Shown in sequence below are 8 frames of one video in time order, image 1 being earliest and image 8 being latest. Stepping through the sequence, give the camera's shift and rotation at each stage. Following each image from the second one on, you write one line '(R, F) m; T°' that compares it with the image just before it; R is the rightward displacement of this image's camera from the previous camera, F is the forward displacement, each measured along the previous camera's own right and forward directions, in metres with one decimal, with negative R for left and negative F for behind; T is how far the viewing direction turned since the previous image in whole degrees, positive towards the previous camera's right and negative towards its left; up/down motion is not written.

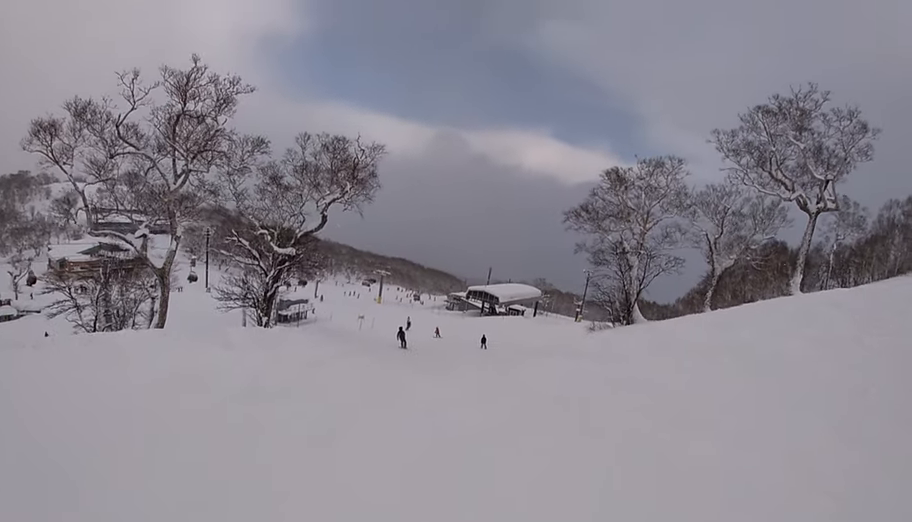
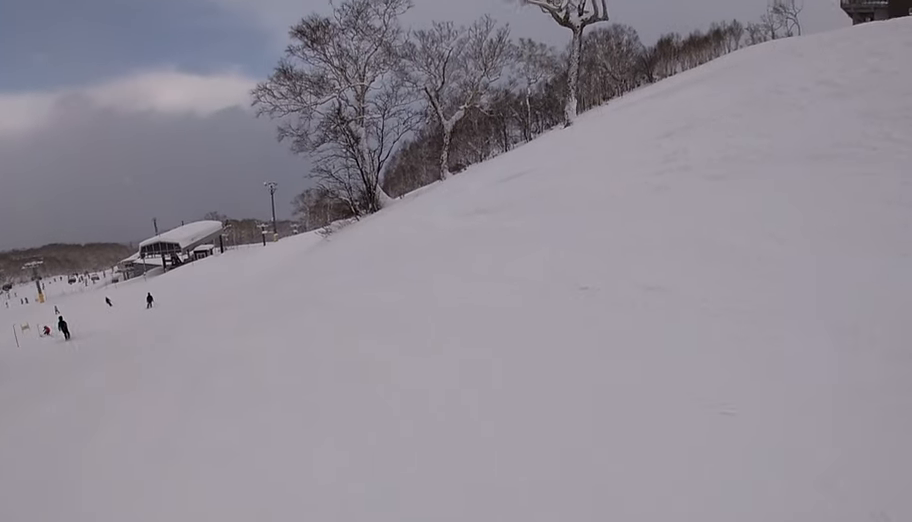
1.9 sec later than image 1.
(+2.6, +10.7) m; +41°
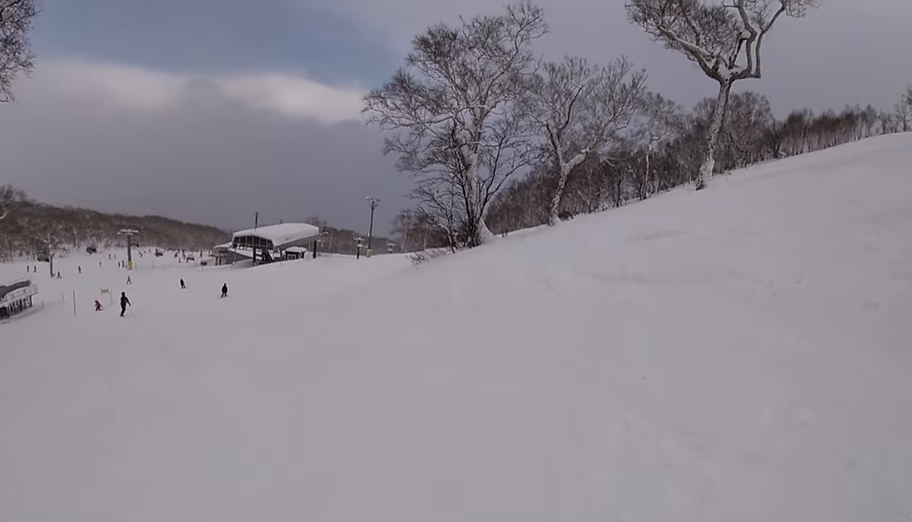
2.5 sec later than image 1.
(+0.9, +3.2) m; -5°
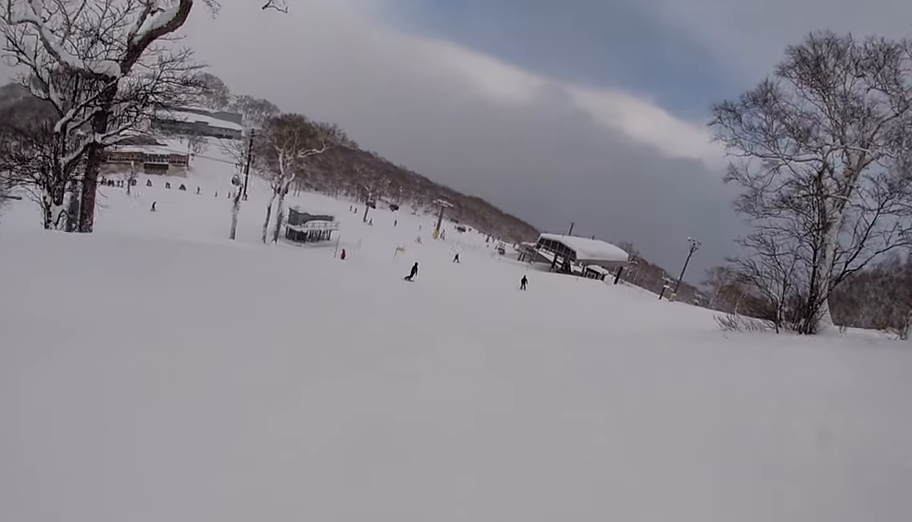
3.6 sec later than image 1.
(-0.9, +5.5) m; -27°
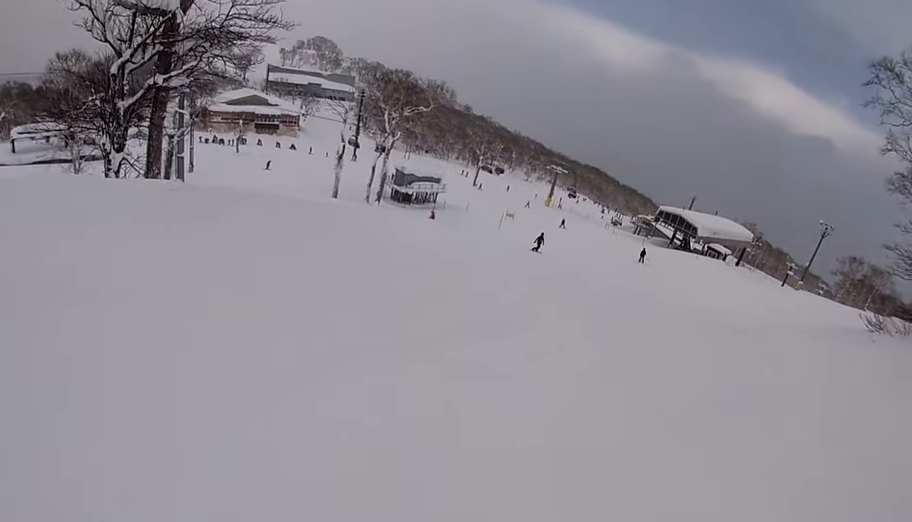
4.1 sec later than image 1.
(-0.3, +2.7) m; -14°
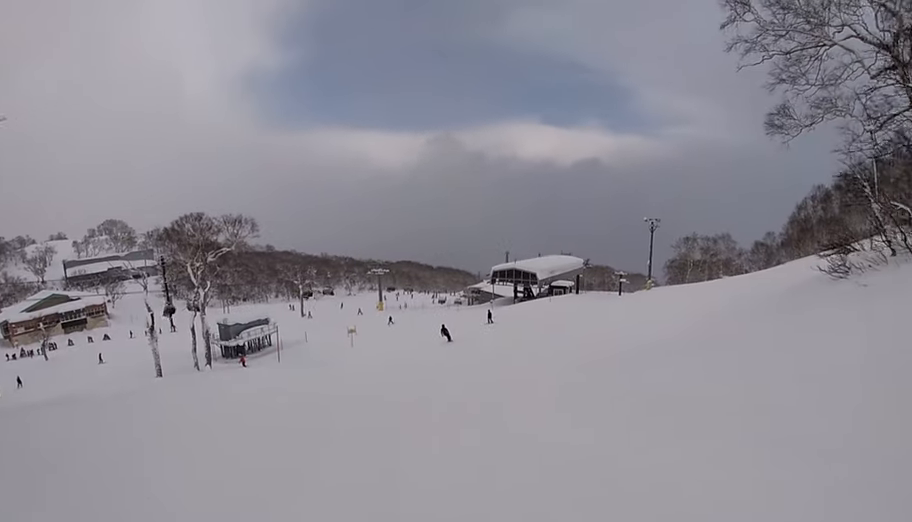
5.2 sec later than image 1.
(-0.7, +6.7) m; +2°
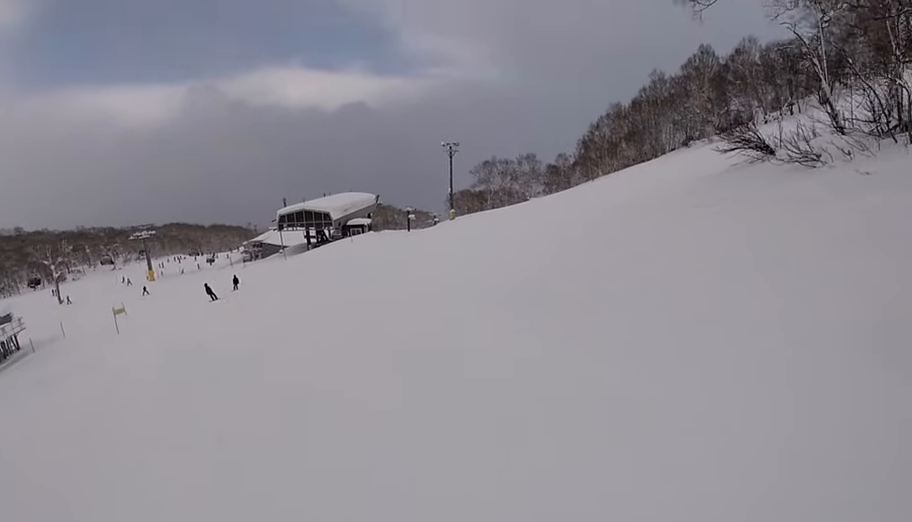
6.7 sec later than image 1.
(+0.7, +8.8) m; +13°
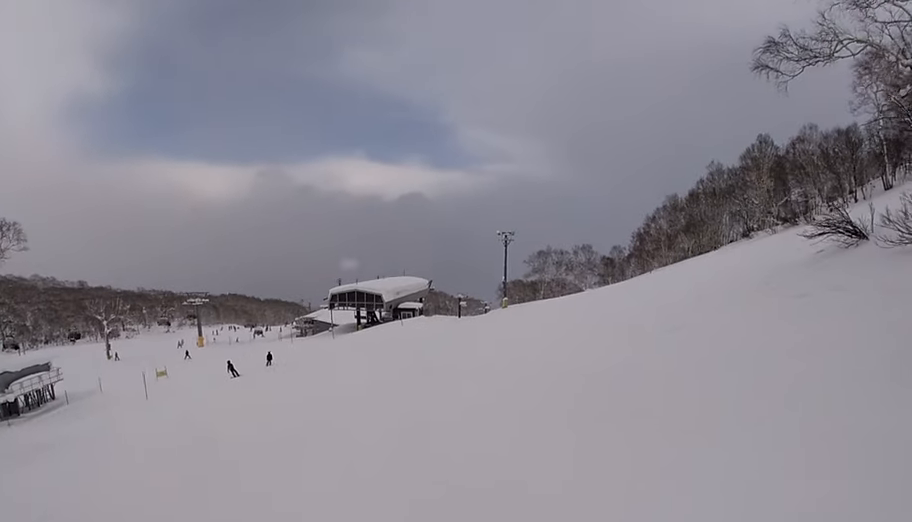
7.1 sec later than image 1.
(-0.2, +2.7) m; +4°
